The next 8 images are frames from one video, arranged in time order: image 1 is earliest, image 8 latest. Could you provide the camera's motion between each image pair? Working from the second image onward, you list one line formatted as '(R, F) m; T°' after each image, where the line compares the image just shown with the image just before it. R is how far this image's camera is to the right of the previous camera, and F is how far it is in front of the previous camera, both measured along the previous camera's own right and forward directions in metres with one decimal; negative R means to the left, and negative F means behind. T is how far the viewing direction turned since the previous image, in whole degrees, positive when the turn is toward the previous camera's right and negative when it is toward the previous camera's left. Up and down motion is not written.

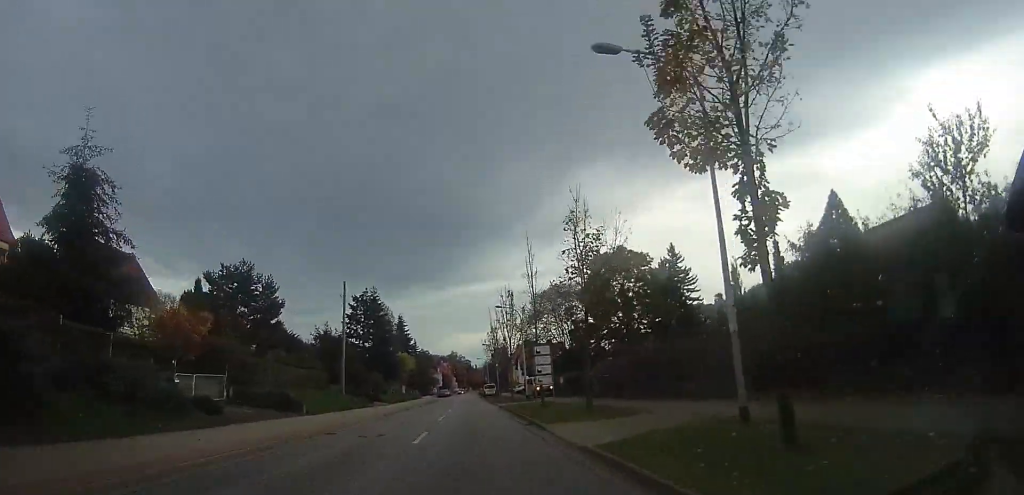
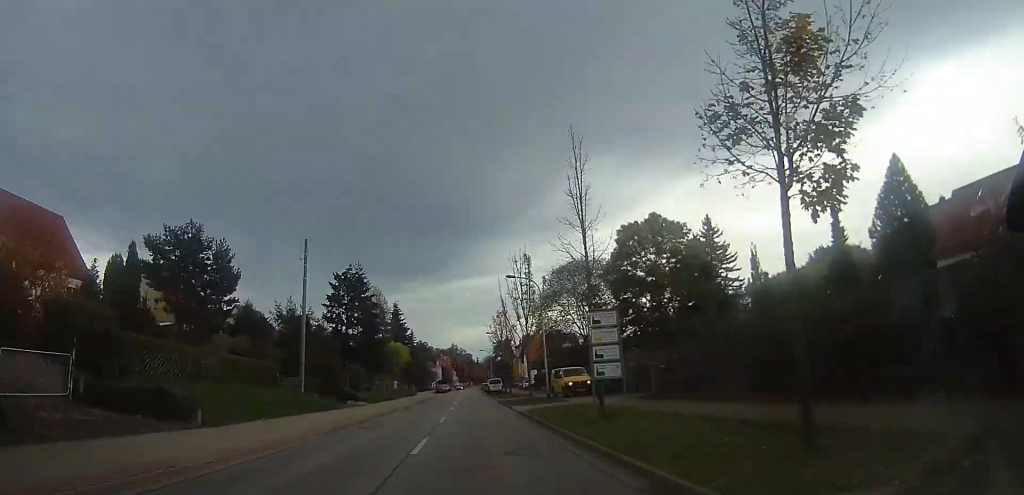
(+0.2, +10.8) m; -1°
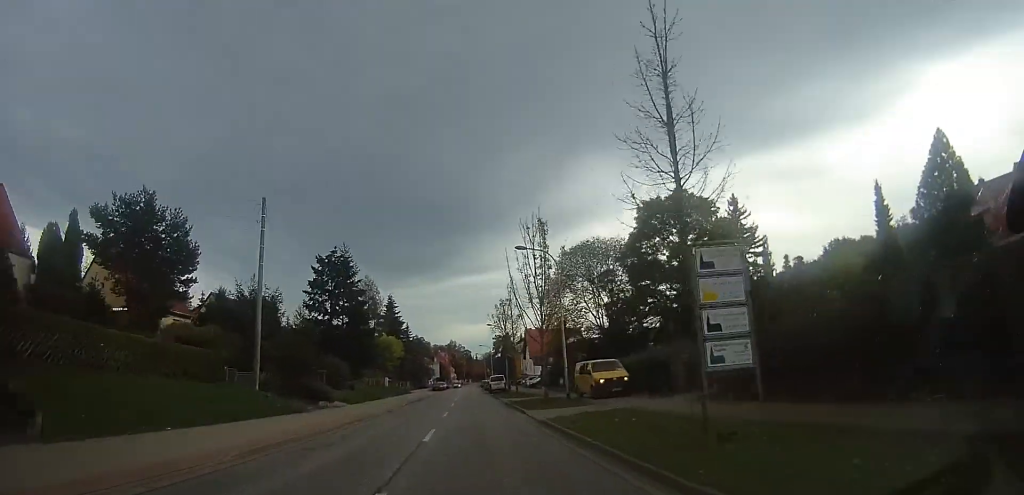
(-0.2, +6.8) m; -1°
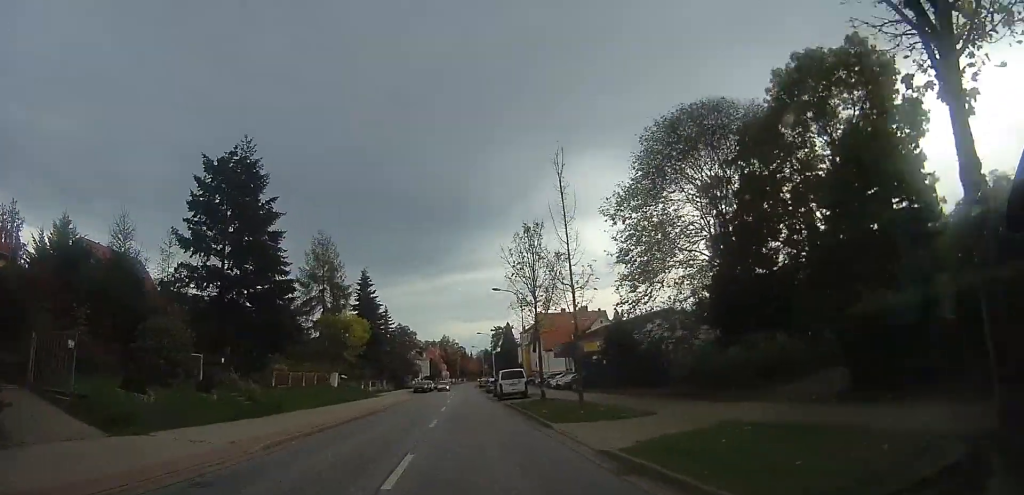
(-0.5, +23.3) m; -1°
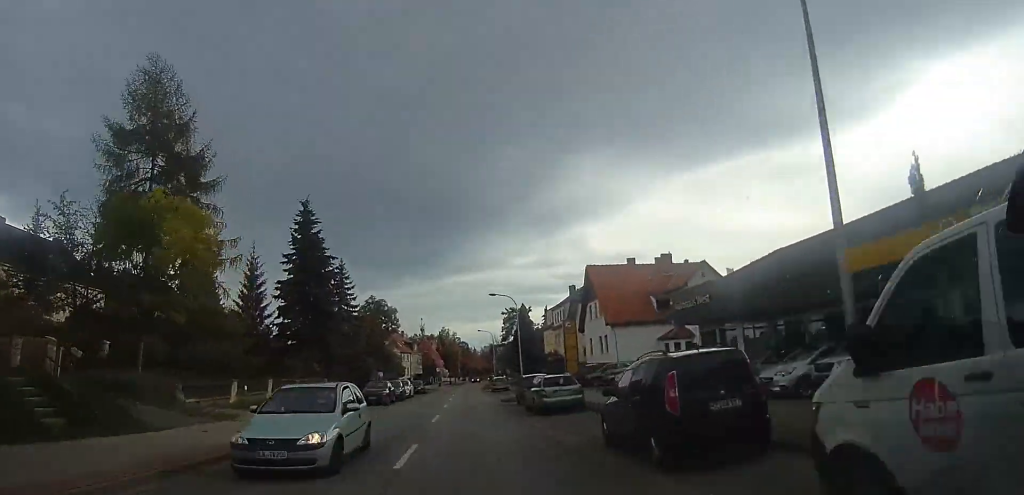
(+0.6, +33.5) m; +2°
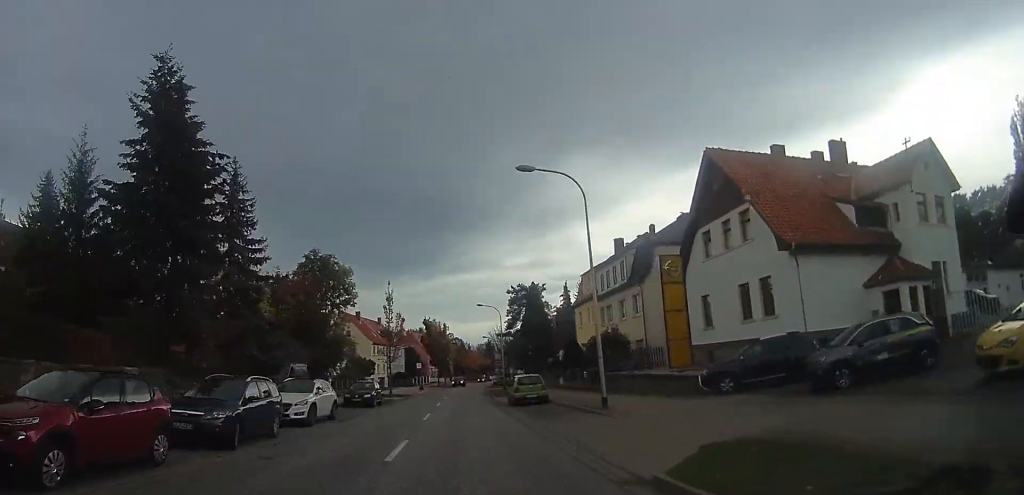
(+0.4, +25.7) m; +2°
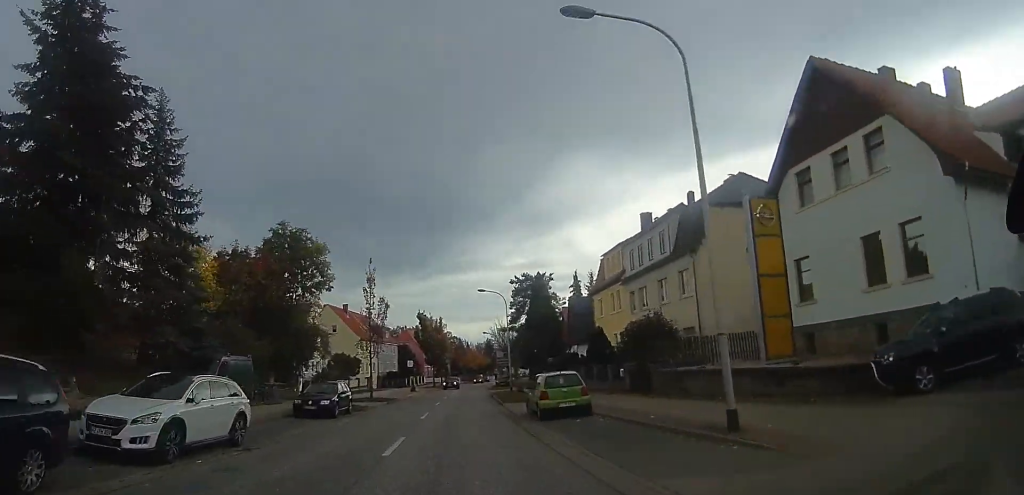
(+0.1, +8.3) m; 0°
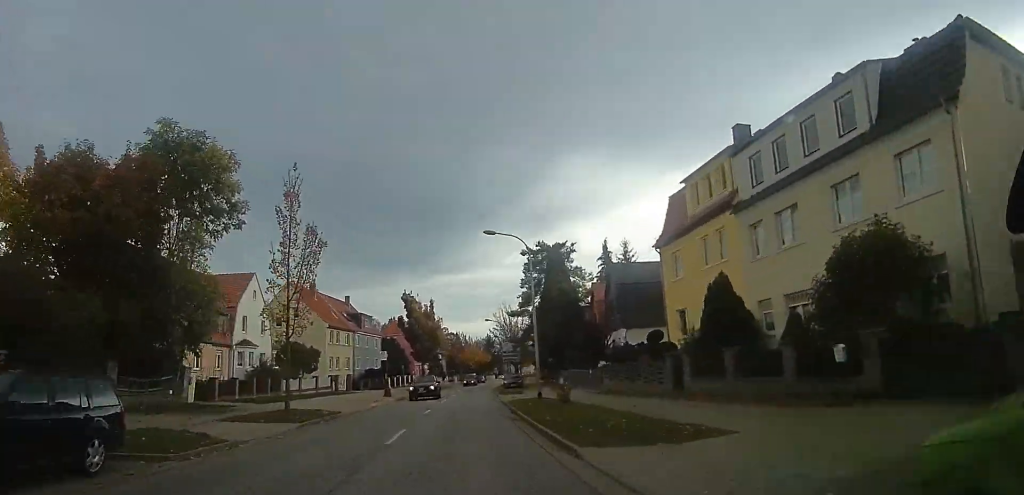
(0.0, +16.4) m; -1°
